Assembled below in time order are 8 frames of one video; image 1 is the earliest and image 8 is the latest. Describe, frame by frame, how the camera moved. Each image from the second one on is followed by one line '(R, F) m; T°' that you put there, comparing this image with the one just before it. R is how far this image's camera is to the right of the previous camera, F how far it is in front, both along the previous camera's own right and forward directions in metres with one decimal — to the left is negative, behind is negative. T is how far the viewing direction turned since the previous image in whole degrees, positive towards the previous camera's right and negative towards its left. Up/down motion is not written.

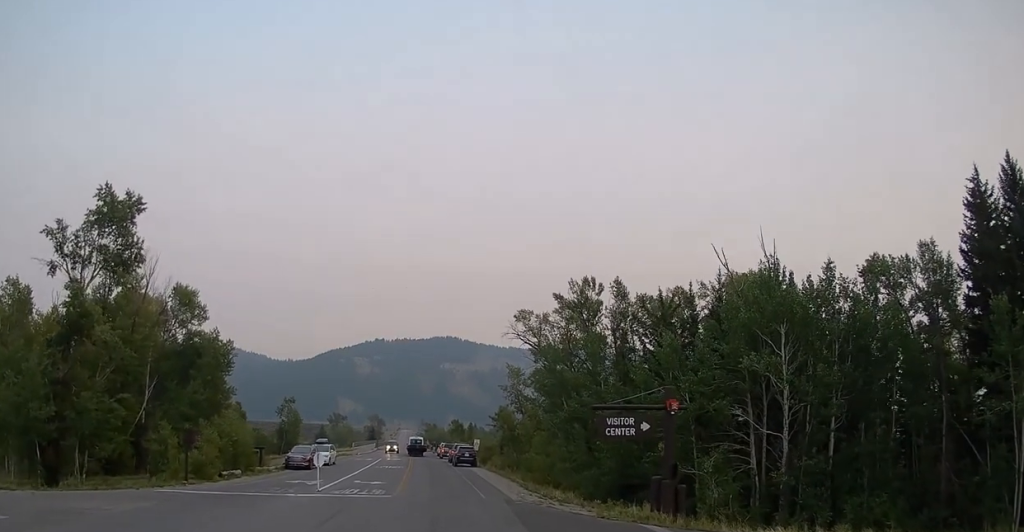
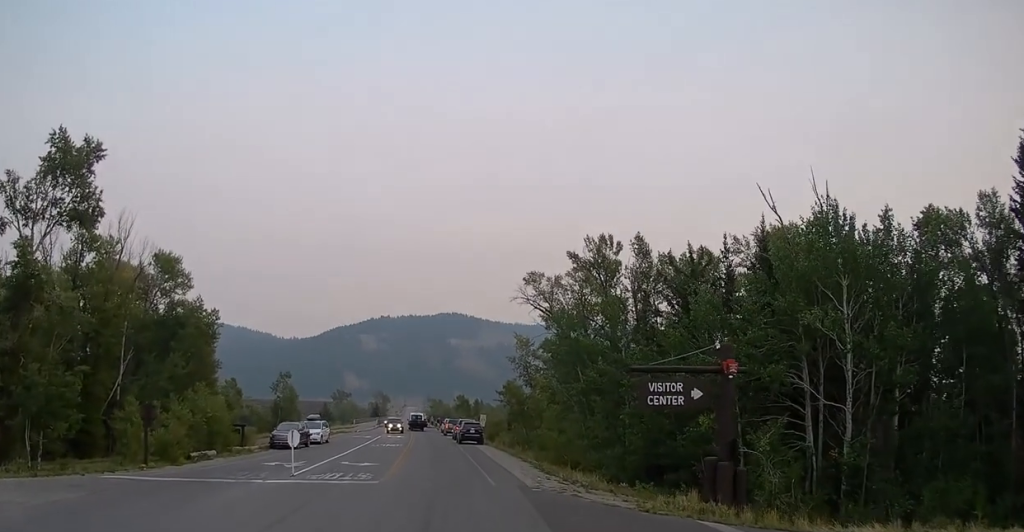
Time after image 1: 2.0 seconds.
(0.0, +5.5) m; -1°
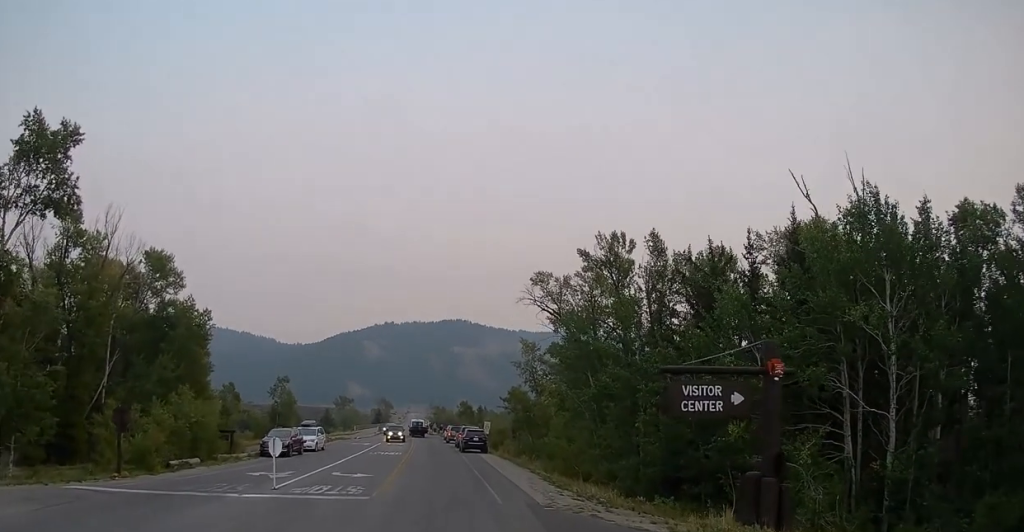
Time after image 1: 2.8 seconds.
(0.0, +2.7) m; 0°
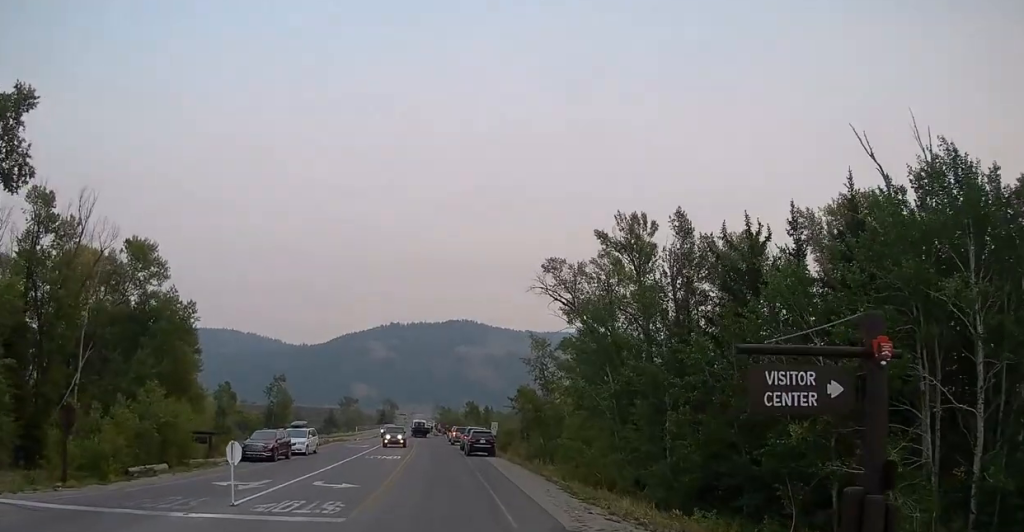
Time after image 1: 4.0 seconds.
(0.0, +4.2) m; 0°
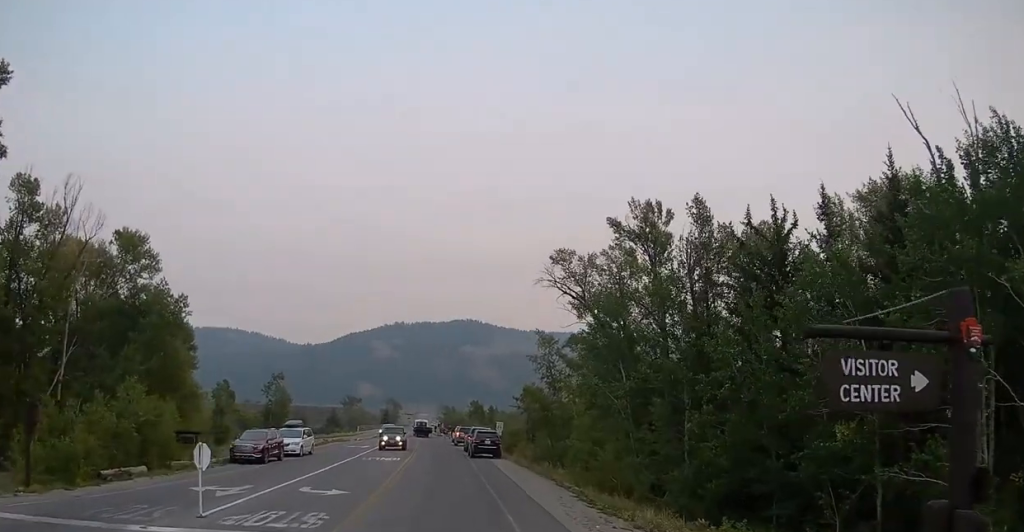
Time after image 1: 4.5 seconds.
(0.0, +2.3) m; -1°
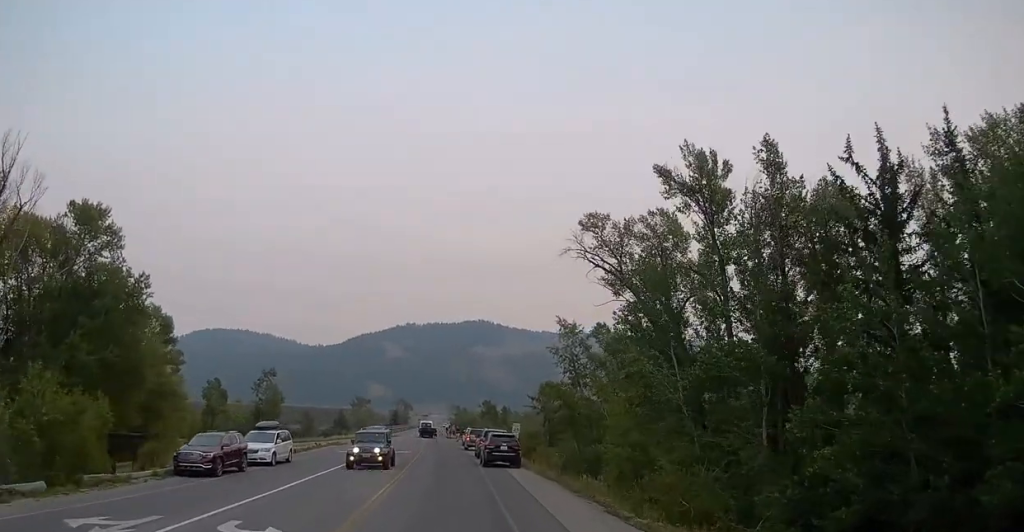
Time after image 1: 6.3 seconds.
(-0.3, +8.1) m; -5°
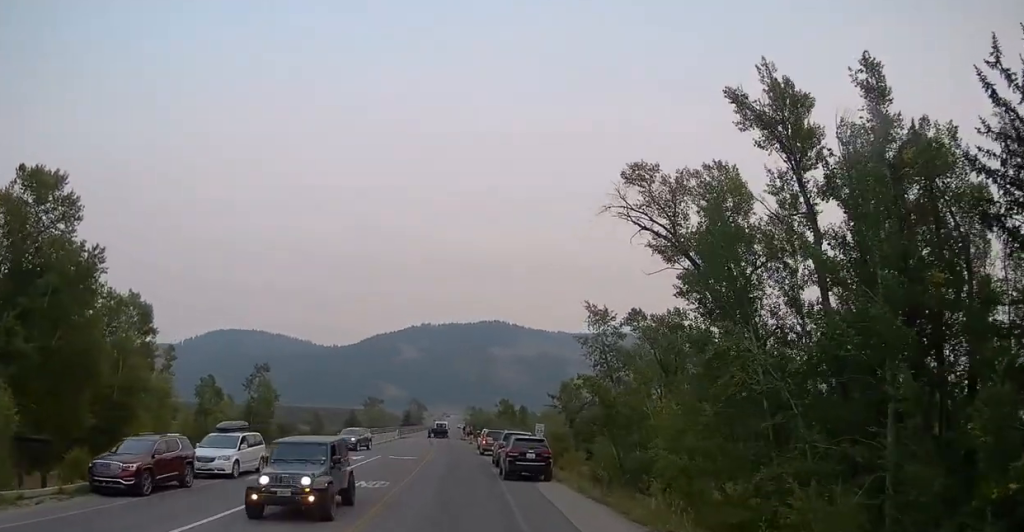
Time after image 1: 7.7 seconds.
(-0.2, +7.1) m; 0°
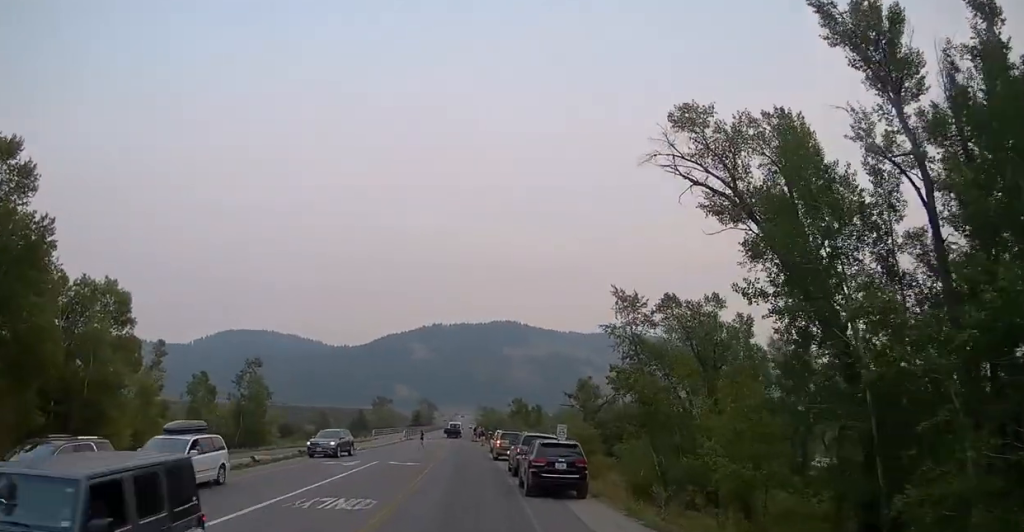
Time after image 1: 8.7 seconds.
(+0.1, +5.5) m; 0°
